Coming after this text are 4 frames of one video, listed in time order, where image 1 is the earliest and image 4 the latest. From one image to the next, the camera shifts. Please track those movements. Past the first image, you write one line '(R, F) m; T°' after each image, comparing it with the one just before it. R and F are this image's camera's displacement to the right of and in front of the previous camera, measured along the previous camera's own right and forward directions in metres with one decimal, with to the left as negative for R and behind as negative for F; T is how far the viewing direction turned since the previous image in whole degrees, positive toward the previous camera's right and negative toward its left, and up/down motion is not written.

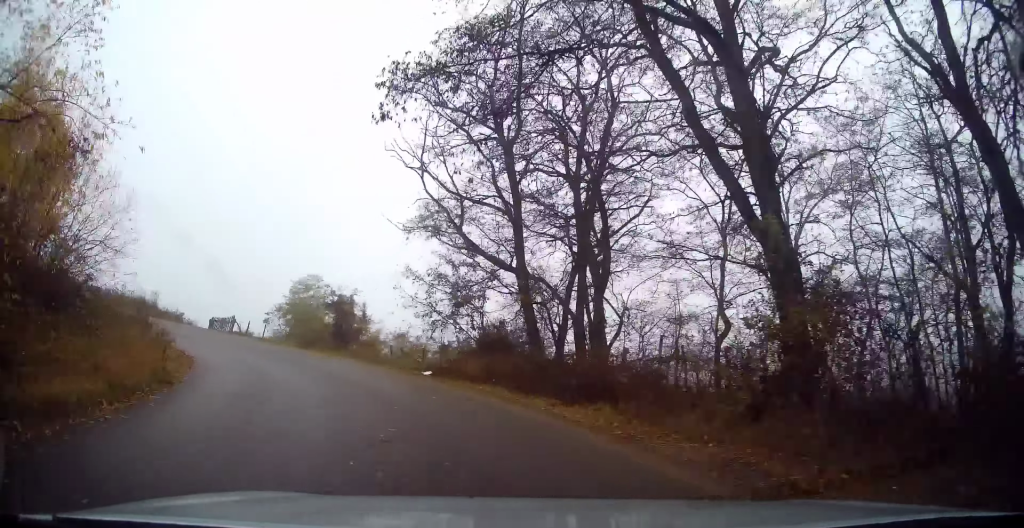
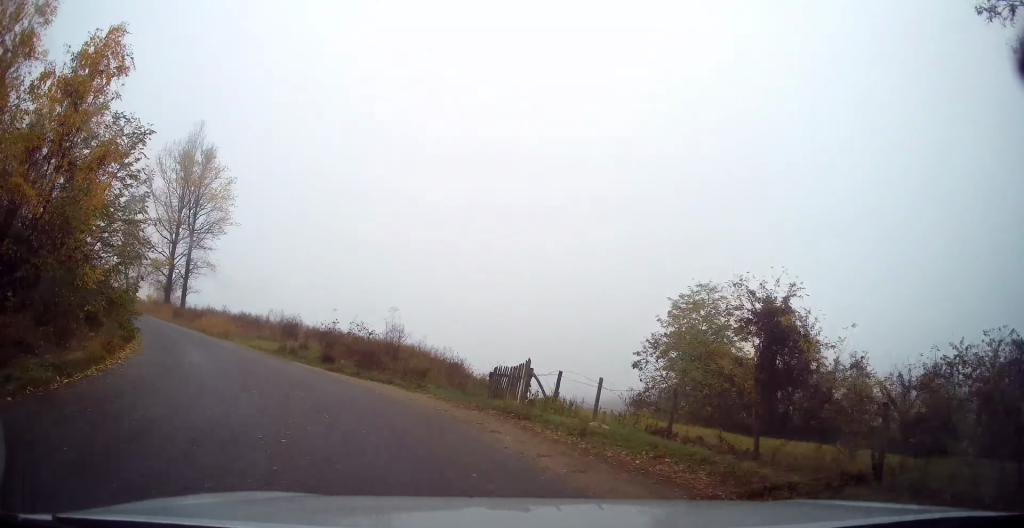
(-6.4, +19.8) m; -42°
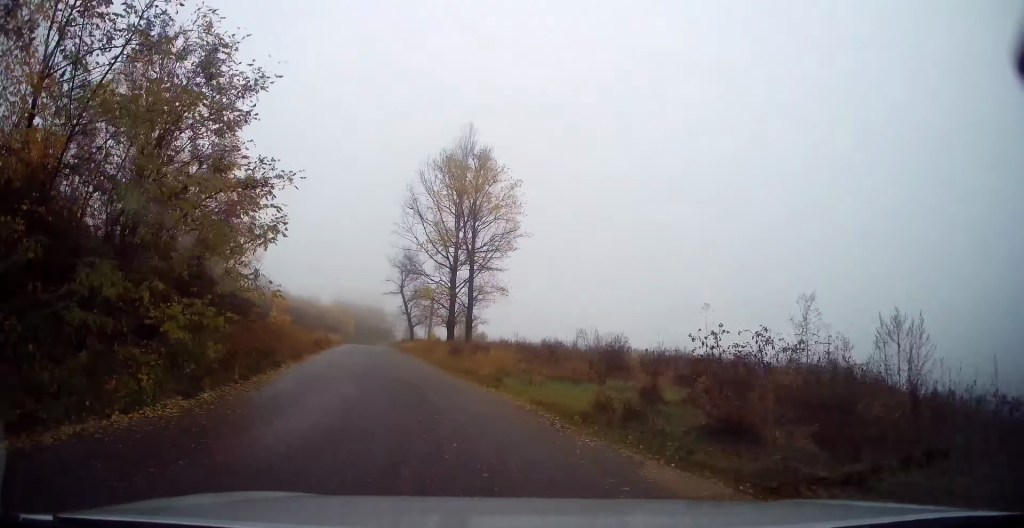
(-4.1, +13.8) m; -31°
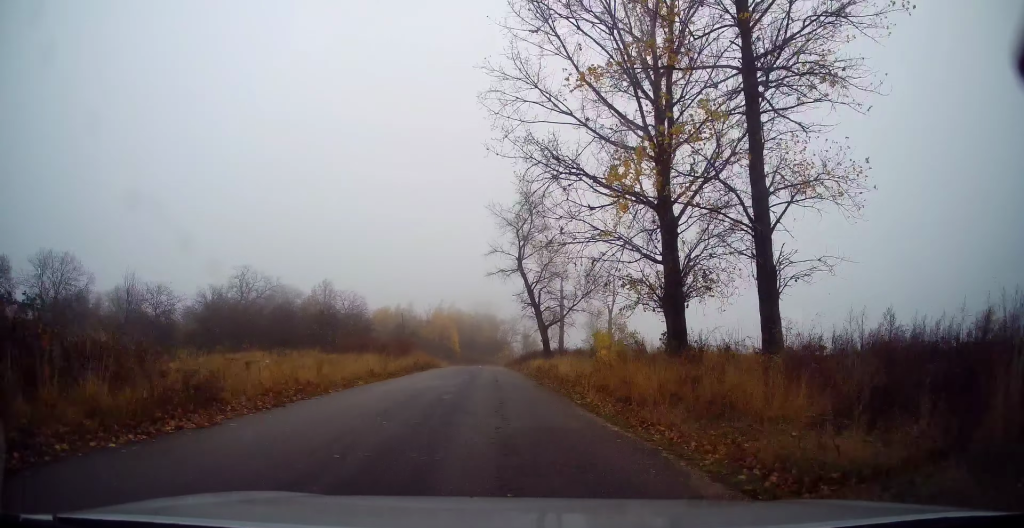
(-9.0, +35.0) m; -16°
